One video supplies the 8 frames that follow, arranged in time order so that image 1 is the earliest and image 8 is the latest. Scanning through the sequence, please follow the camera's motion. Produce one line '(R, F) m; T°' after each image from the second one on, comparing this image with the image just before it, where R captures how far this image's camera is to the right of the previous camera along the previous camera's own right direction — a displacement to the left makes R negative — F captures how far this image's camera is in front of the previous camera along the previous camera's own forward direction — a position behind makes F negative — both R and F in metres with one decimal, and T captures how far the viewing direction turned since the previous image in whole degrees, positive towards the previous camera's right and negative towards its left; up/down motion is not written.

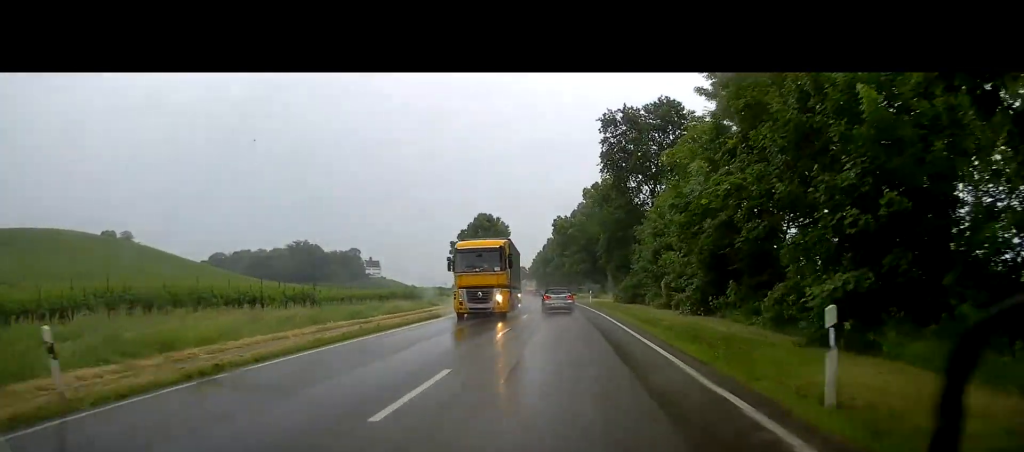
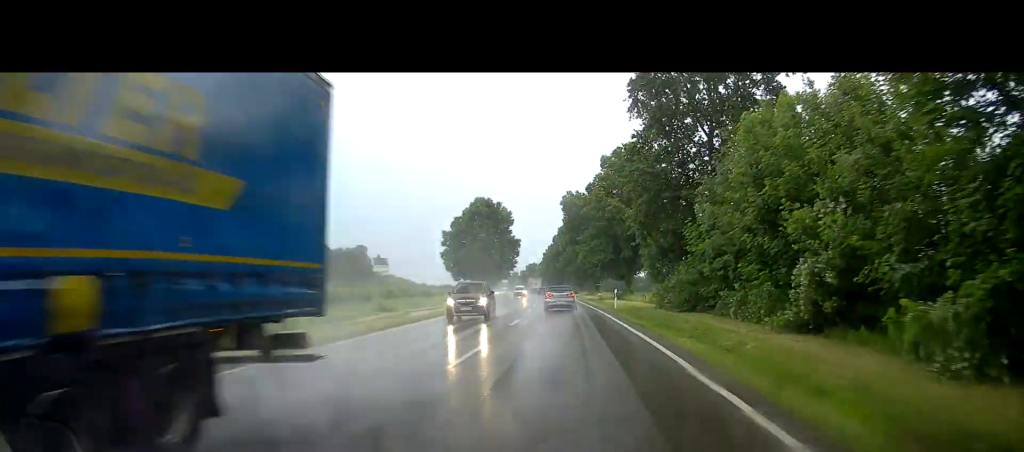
(0.0, +19.5) m; 0°
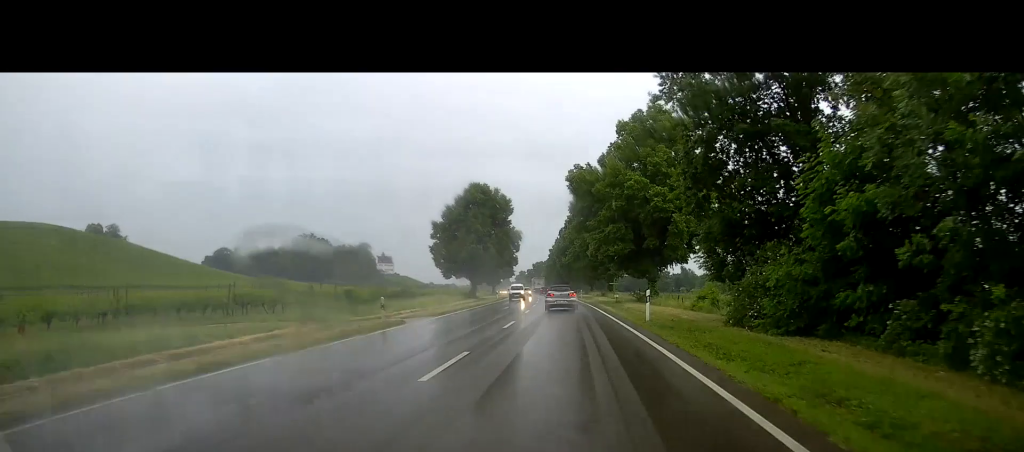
(0.0, +13.7) m; -1°
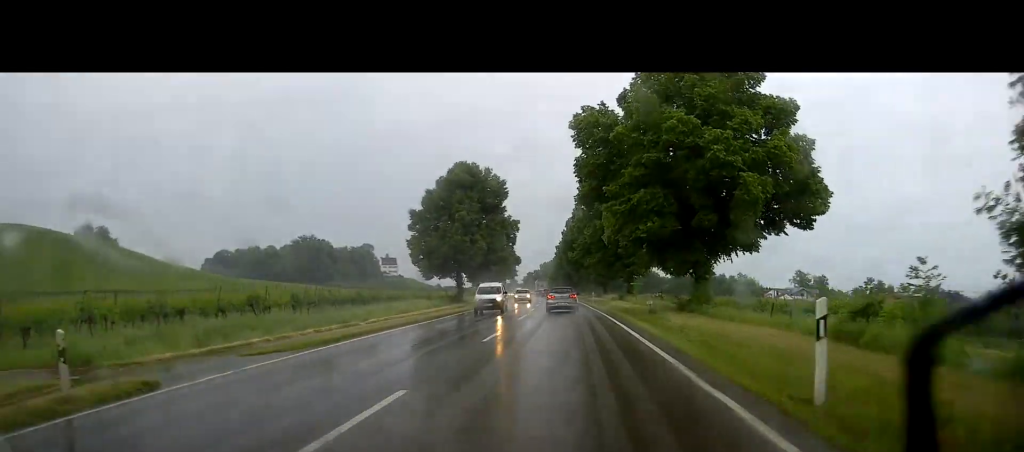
(-0.3, +16.9) m; -1°
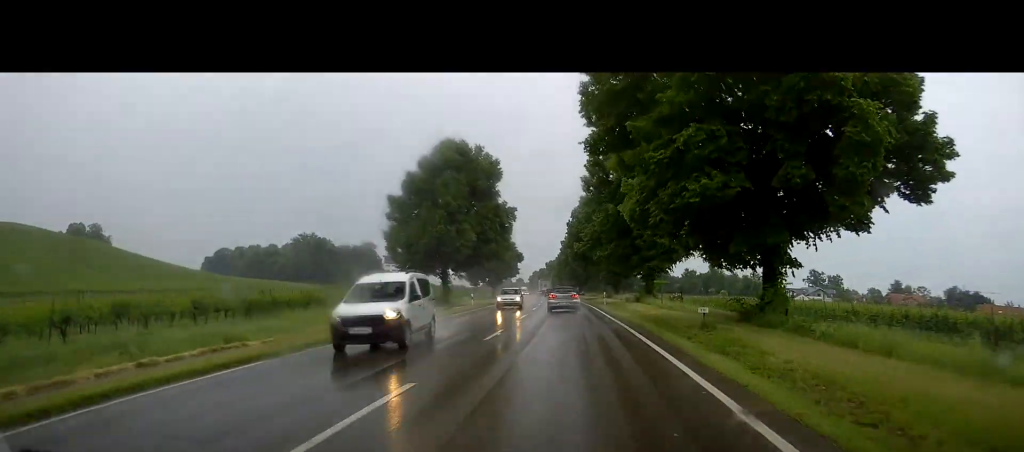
(-0.1, +11.6) m; -1°
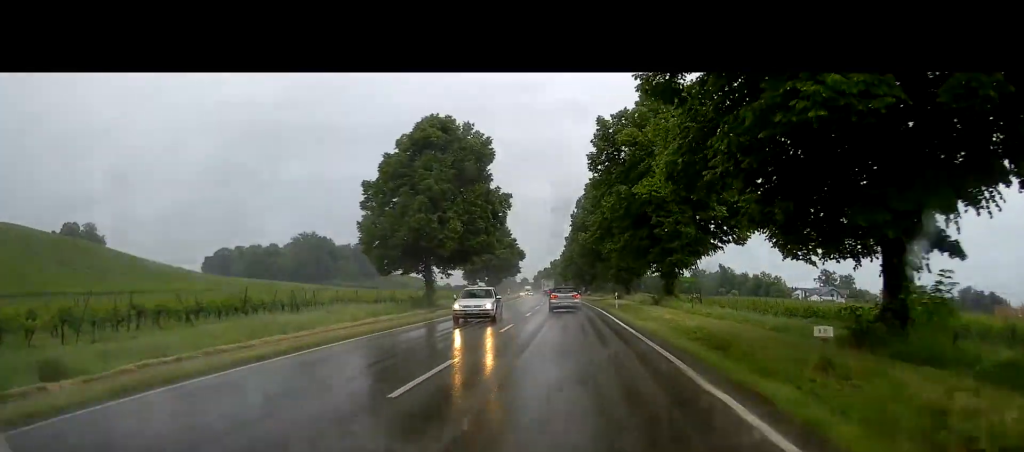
(+0.1, +9.0) m; -1°
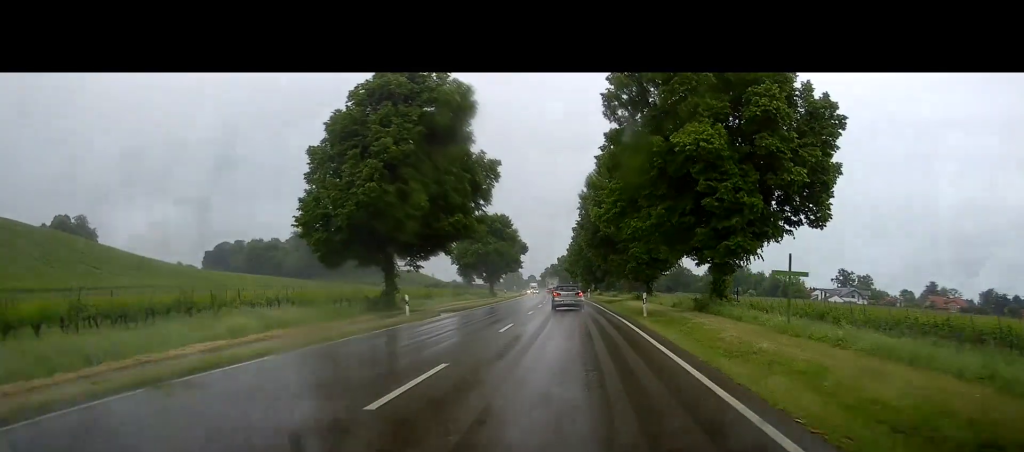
(-0.2, +13.3) m; -1°
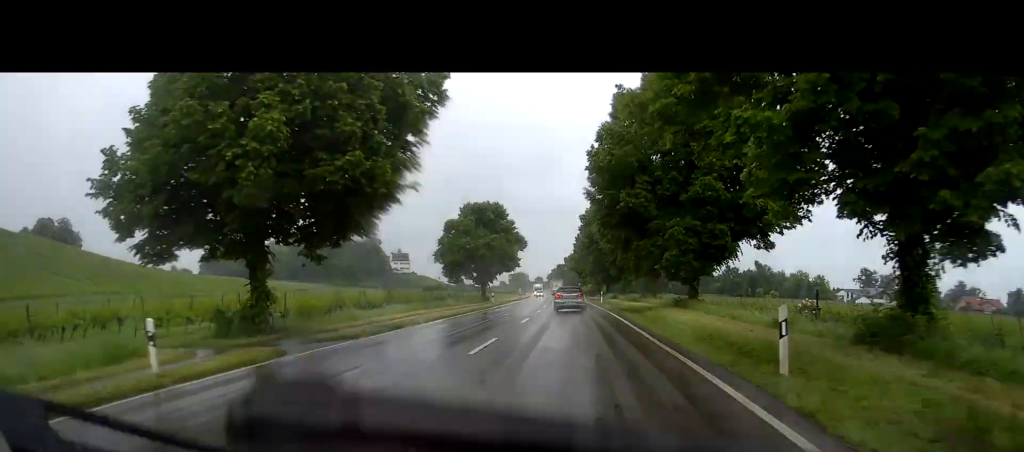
(-0.2, +18.1) m; 0°
